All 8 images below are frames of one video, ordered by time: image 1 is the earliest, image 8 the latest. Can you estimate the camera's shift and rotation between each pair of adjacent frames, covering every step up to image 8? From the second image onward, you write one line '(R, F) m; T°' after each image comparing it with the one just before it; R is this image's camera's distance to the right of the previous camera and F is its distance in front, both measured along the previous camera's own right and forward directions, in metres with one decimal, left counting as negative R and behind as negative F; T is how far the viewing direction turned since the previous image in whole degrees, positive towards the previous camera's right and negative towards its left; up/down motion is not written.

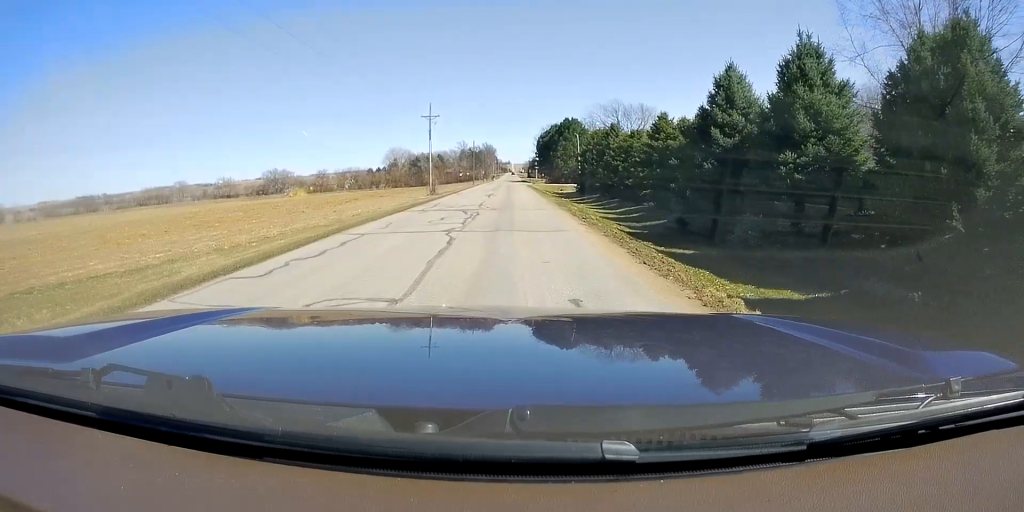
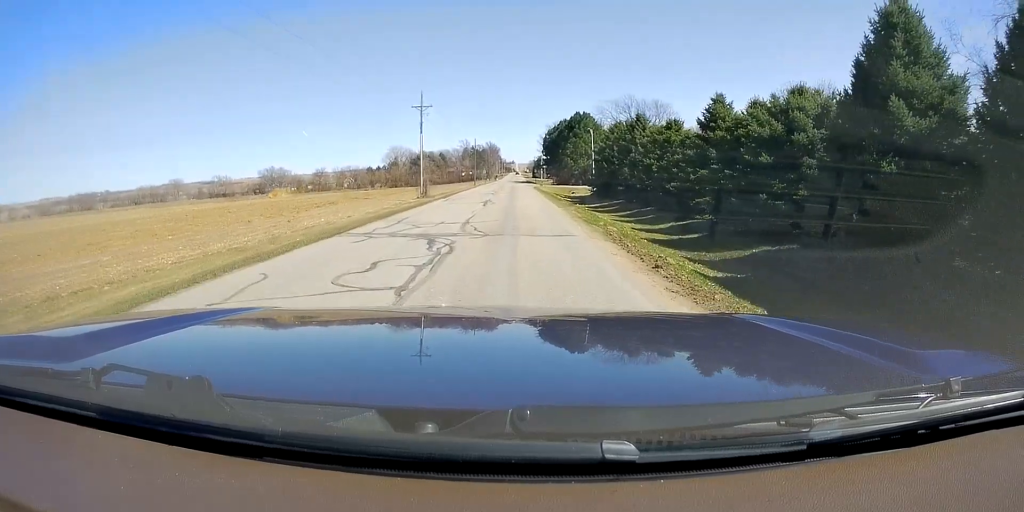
(0.0, +10.6) m; 0°
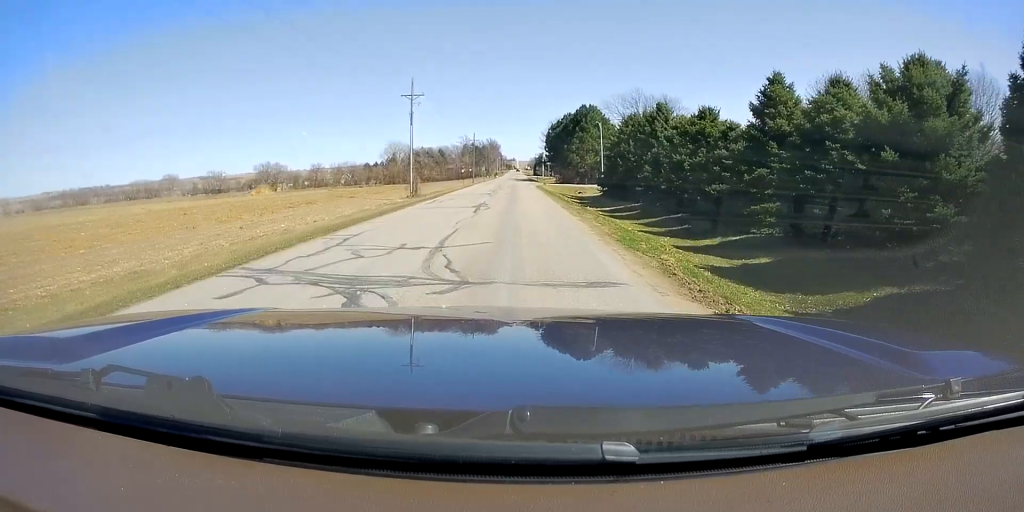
(0.0, +6.9) m; 0°
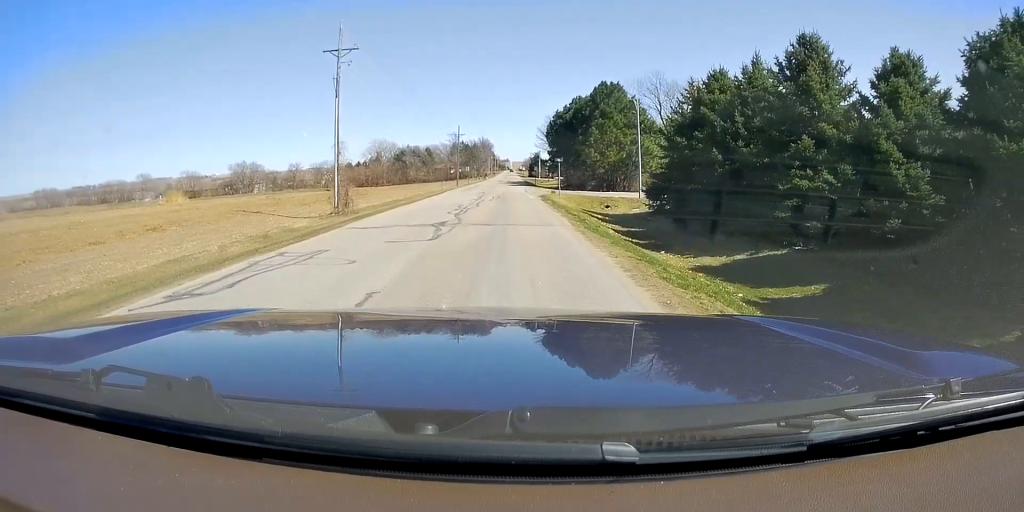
(0.0, +23.6) m; 0°
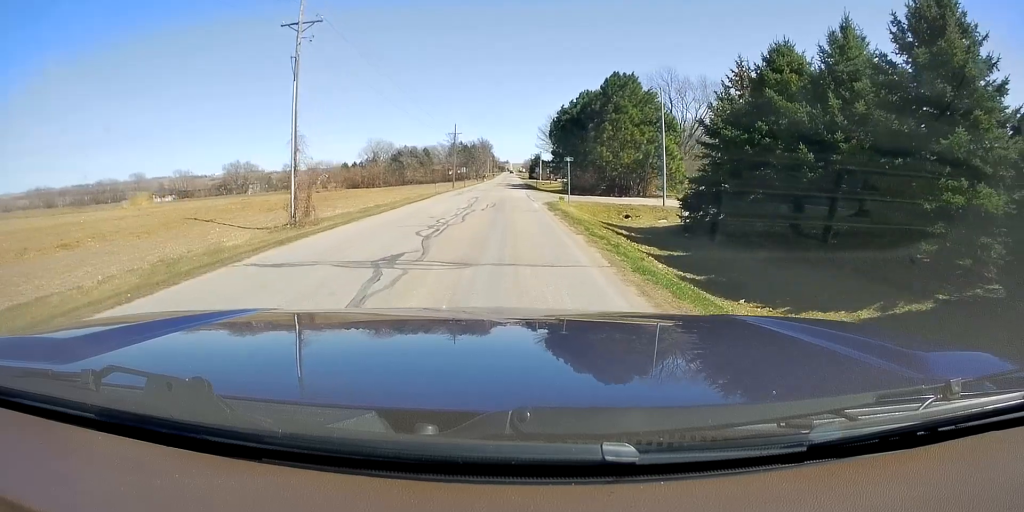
(0.0, +7.3) m; 0°
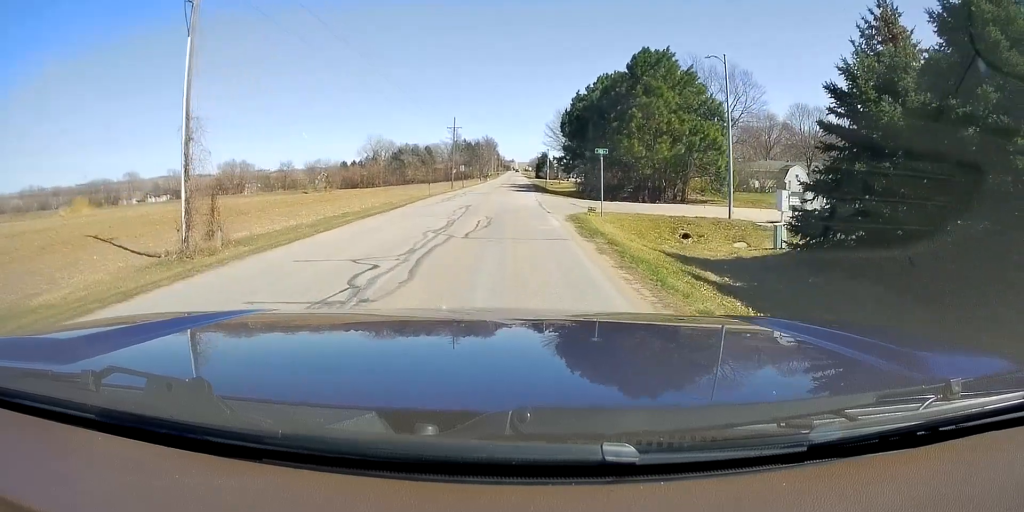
(0.0, +10.7) m; 0°
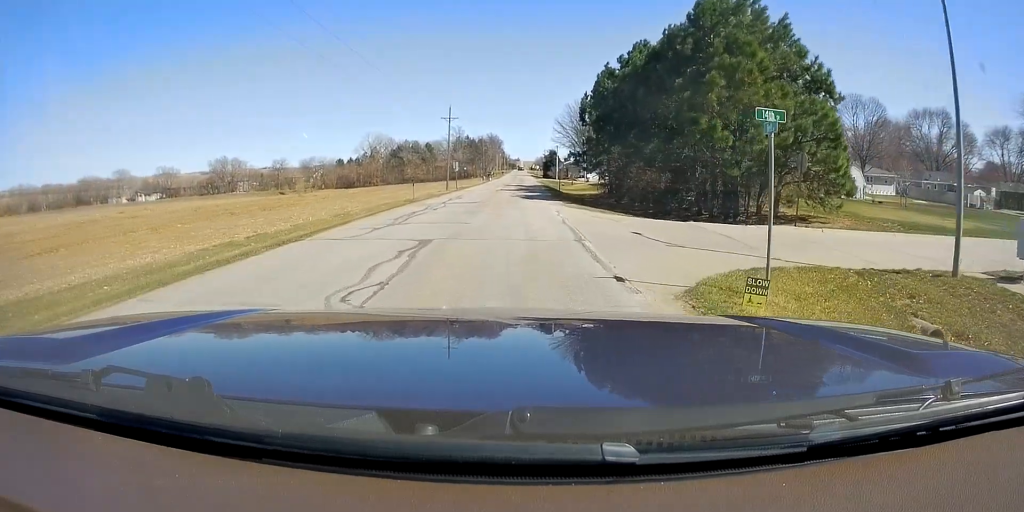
(0.0, +14.8) m; 0°
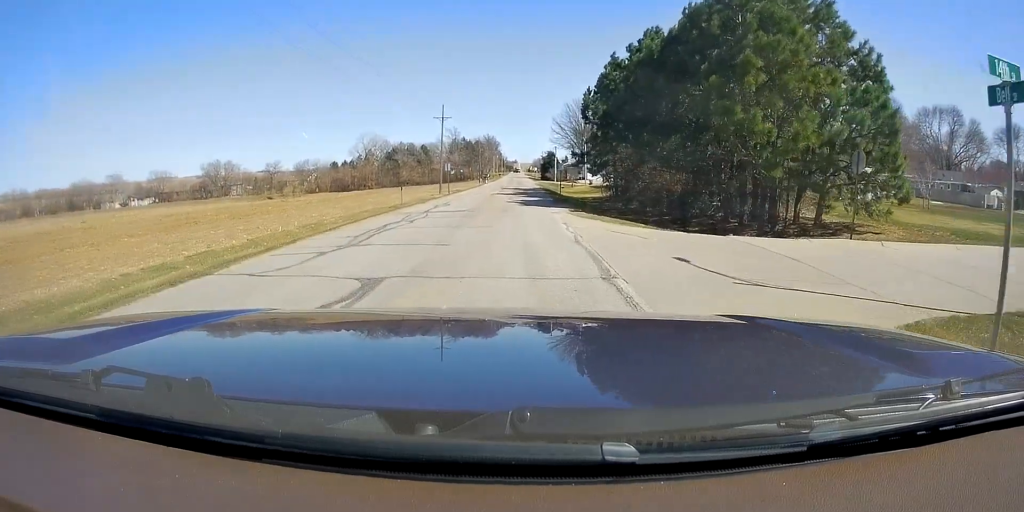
(0.0, +4.6) m; 0°
